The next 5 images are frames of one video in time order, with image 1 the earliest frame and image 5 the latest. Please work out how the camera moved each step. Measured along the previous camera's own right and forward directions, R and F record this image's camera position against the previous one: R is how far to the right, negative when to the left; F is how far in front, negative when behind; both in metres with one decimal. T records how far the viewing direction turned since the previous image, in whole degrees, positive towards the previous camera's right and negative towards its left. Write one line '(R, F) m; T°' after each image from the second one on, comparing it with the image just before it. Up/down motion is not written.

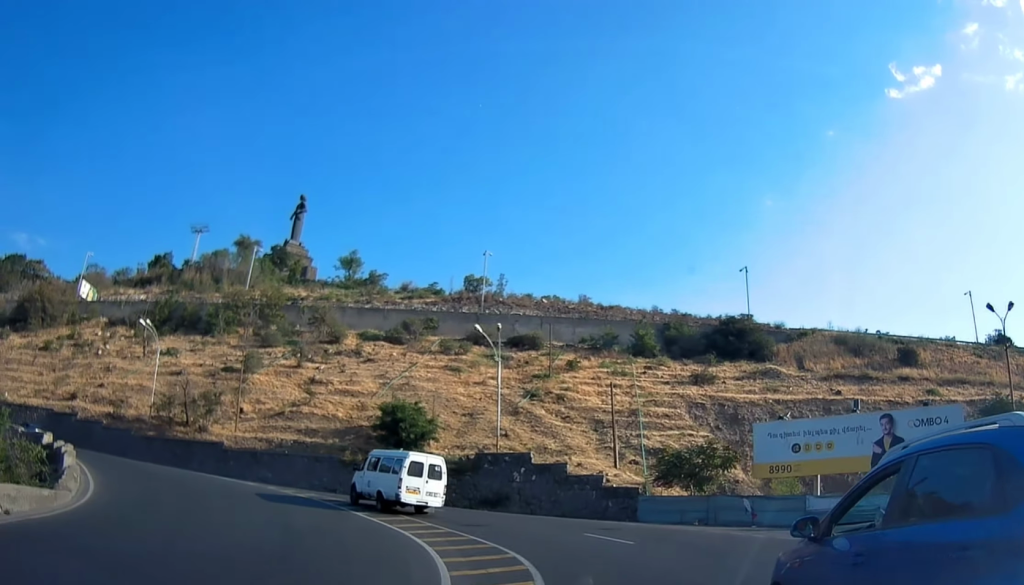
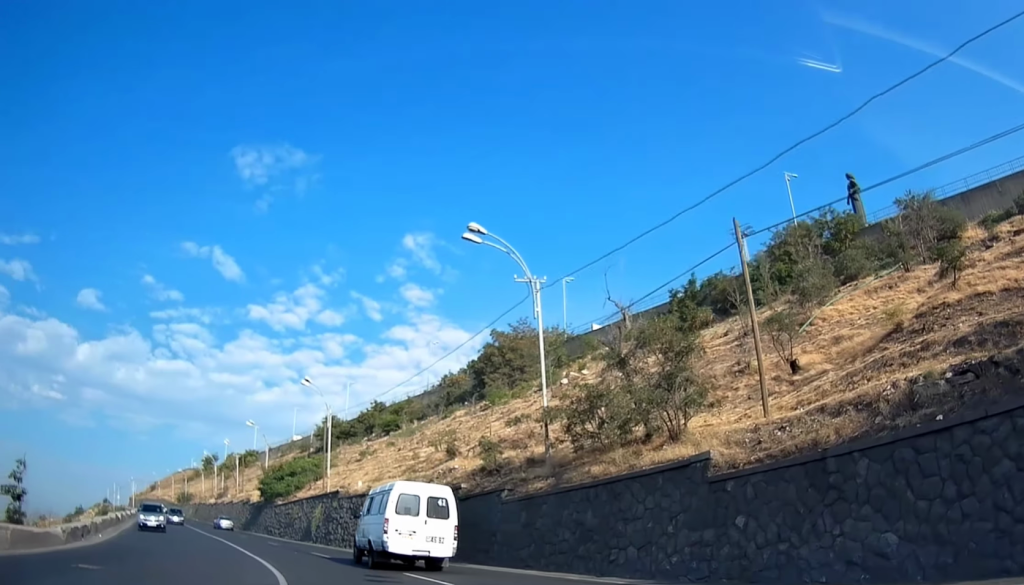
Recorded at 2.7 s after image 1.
(-13.4, +34.9) m; -51°
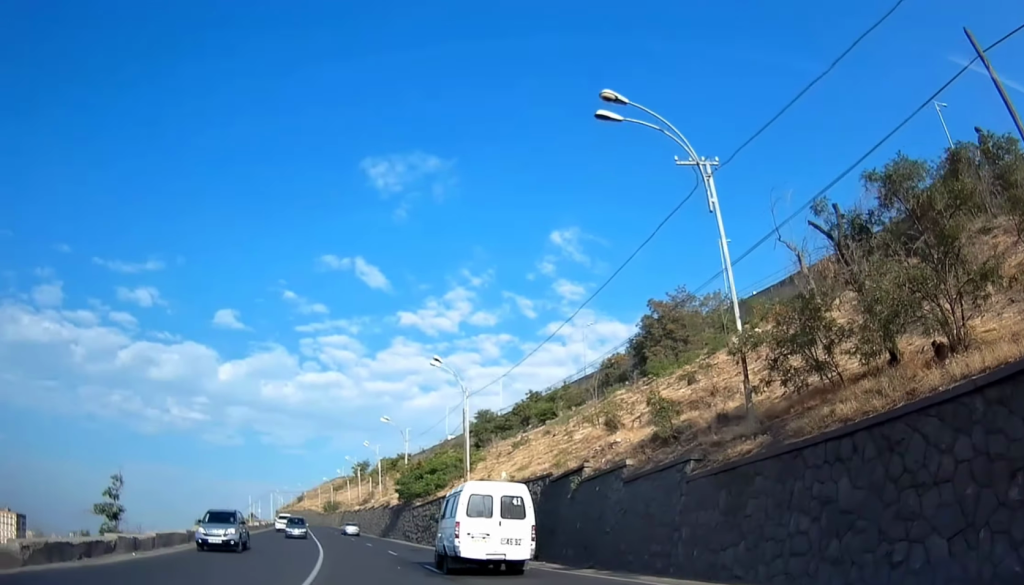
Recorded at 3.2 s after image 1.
(-0.7, +7.1) m; -11°
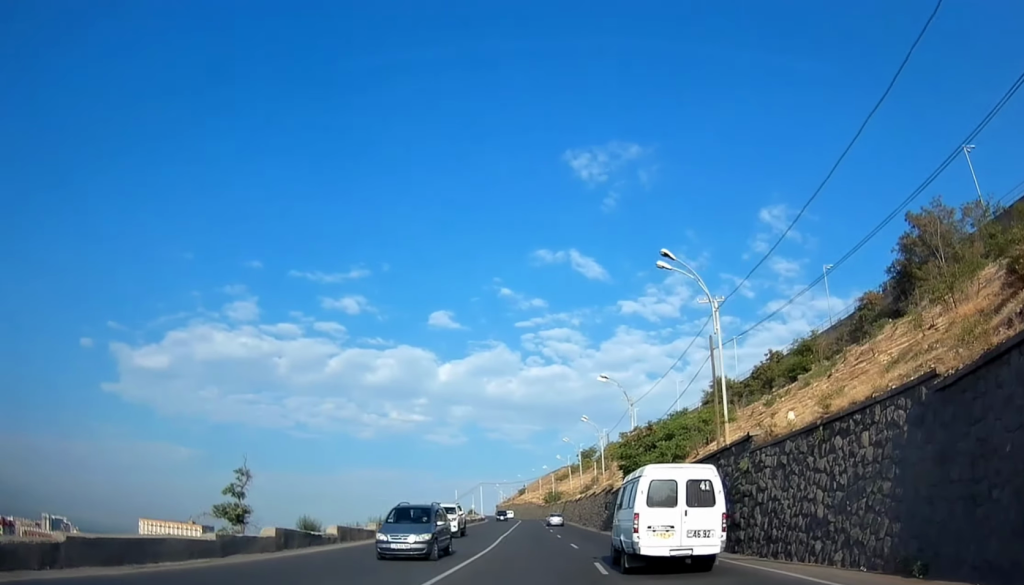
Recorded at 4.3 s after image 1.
(-2.6, +14.9) m; -18°
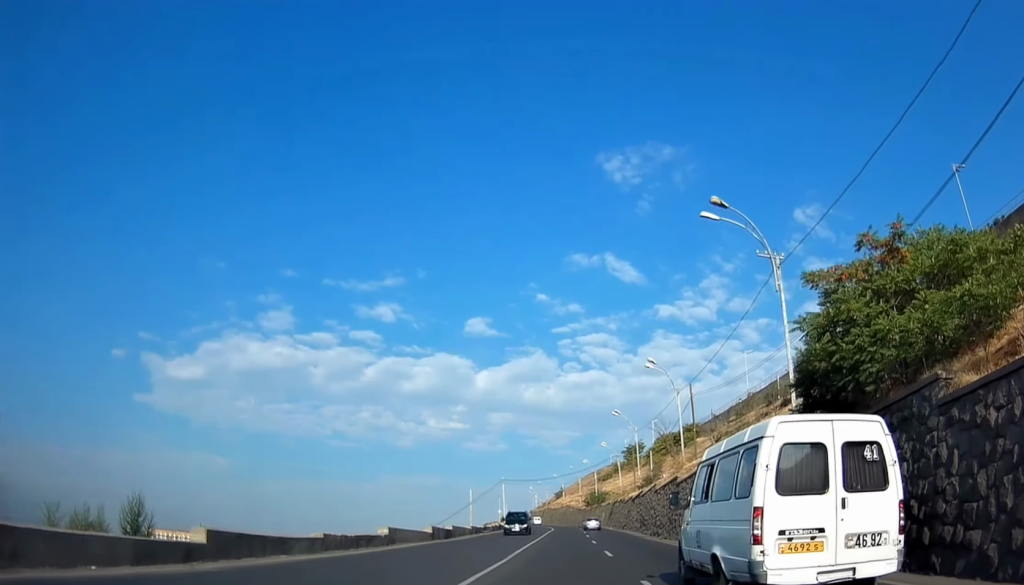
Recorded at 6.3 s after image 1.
(-5.2, +29.4) m; -14°
